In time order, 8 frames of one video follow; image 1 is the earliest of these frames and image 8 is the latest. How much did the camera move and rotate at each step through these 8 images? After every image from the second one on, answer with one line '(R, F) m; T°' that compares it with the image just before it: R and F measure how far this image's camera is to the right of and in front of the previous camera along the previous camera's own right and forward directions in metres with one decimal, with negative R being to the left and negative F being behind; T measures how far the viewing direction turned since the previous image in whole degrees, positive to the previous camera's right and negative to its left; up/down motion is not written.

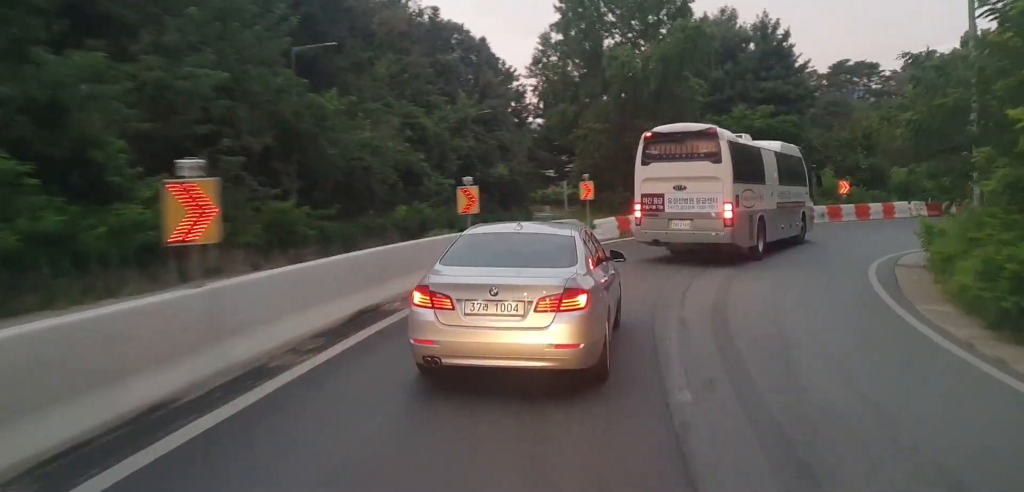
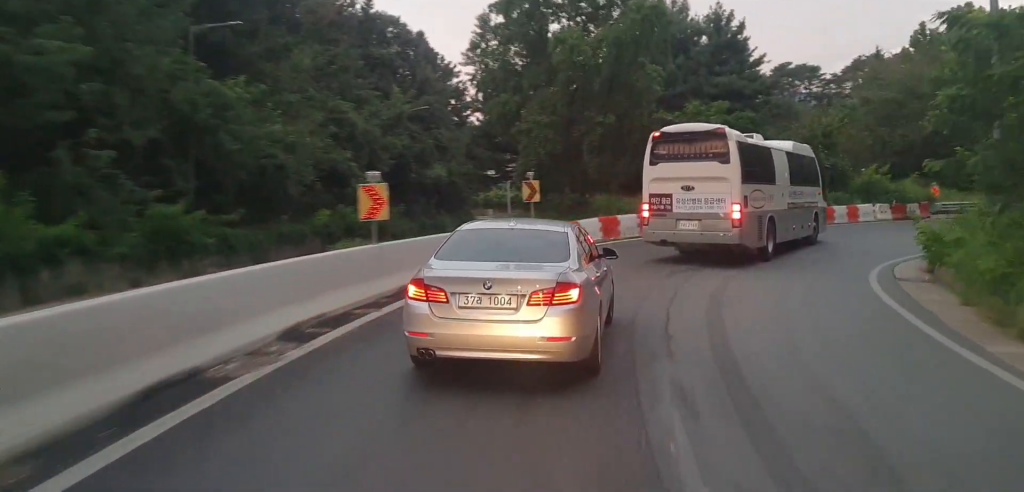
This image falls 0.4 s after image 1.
(-0.4, +4.0) m; +4°
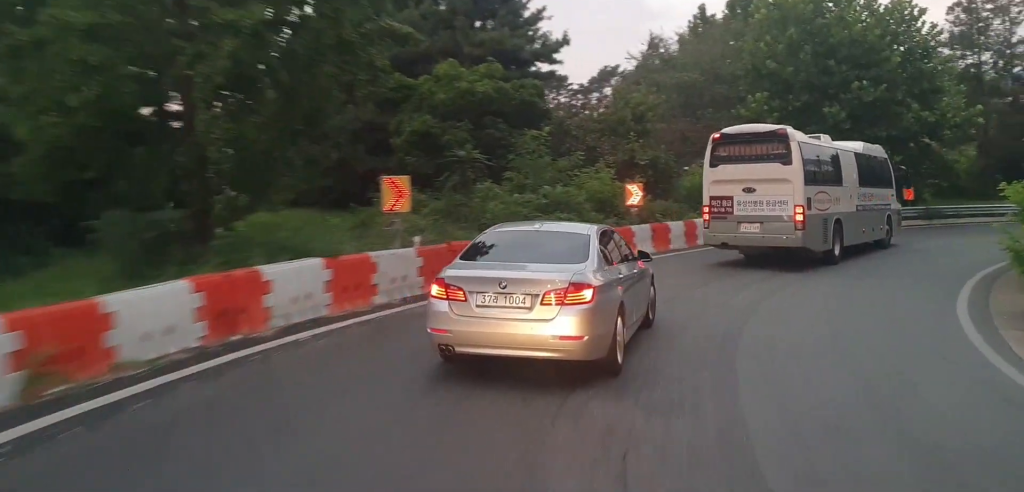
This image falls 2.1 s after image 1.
(+4.9, +16.2) m; +28°
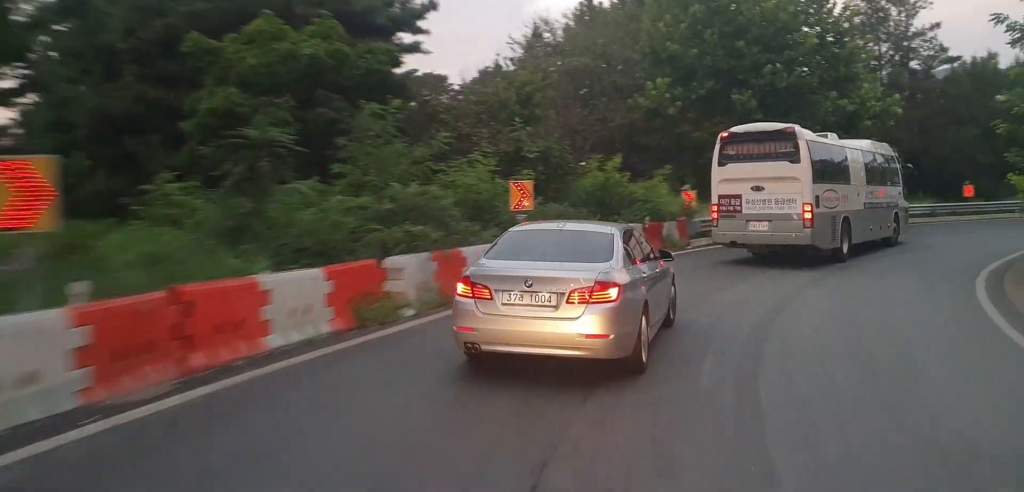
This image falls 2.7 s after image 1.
(+0.5, +6.6) m; +7°
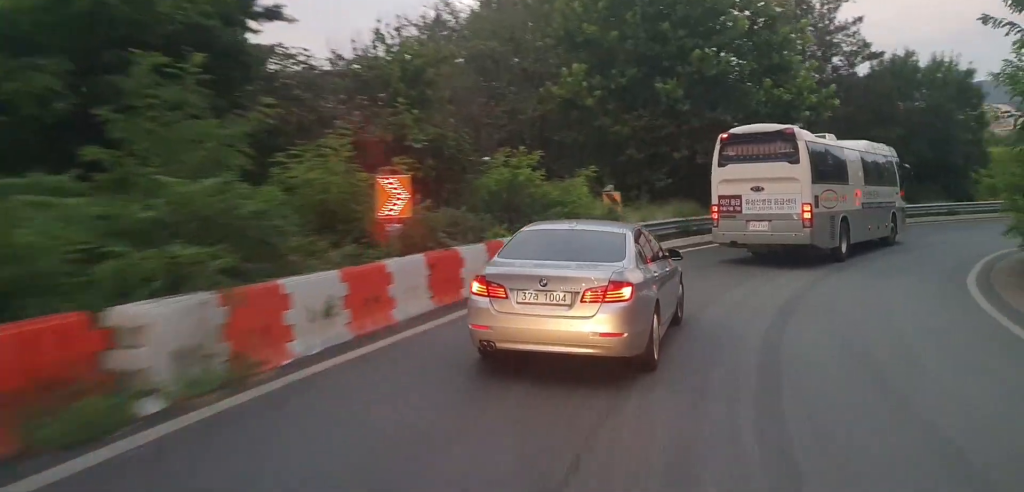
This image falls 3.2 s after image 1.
(+0.1, +4.8) m; +3°
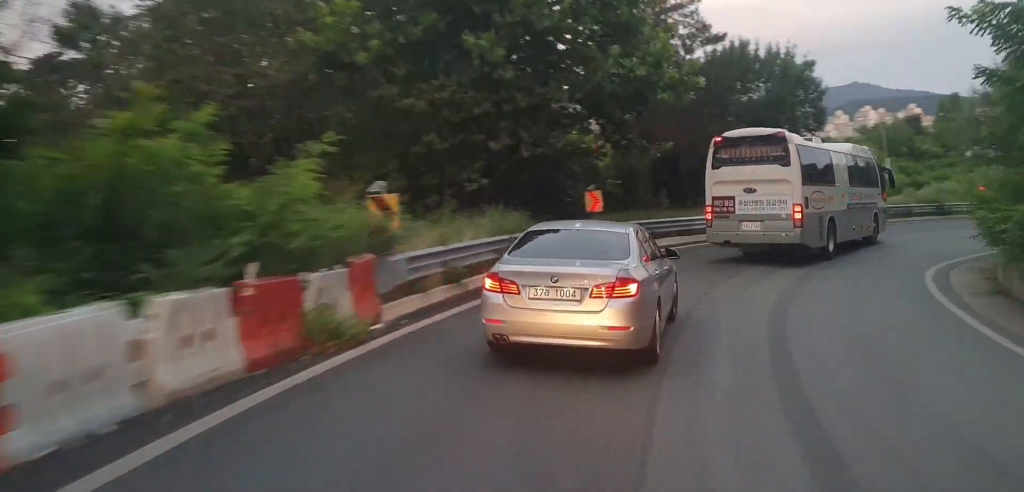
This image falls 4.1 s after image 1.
(+0.6, +9.9) m; +13°
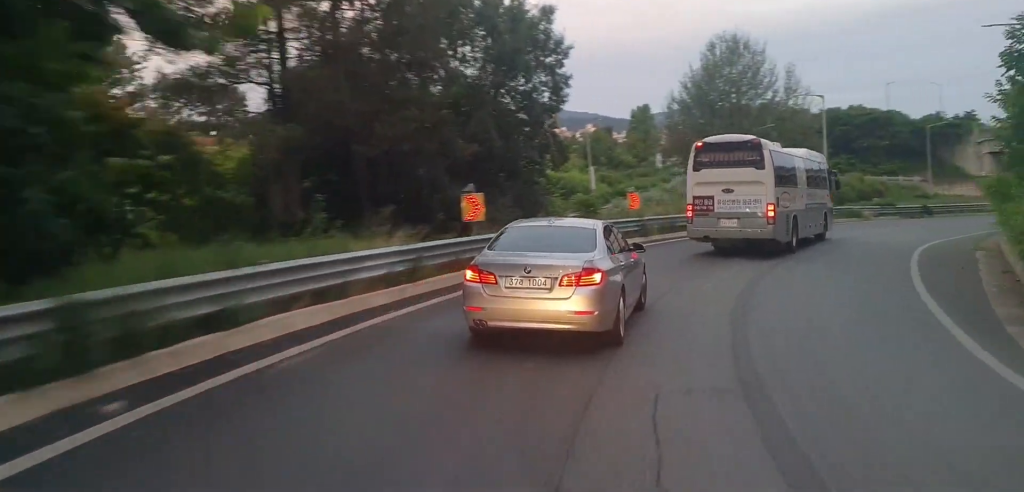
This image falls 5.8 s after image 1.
(+4.2, +16.4) m; +25°
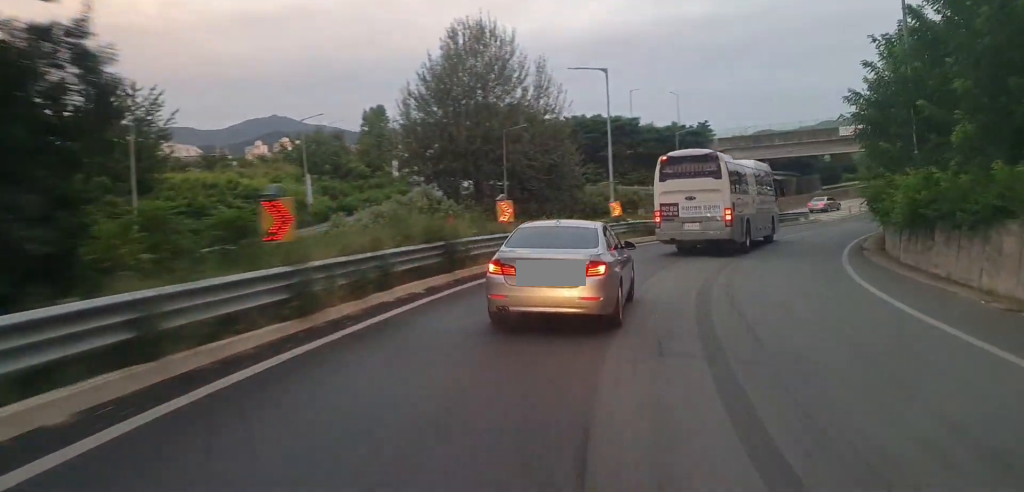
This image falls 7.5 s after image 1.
(+2.4, +18.0) m; +17°
